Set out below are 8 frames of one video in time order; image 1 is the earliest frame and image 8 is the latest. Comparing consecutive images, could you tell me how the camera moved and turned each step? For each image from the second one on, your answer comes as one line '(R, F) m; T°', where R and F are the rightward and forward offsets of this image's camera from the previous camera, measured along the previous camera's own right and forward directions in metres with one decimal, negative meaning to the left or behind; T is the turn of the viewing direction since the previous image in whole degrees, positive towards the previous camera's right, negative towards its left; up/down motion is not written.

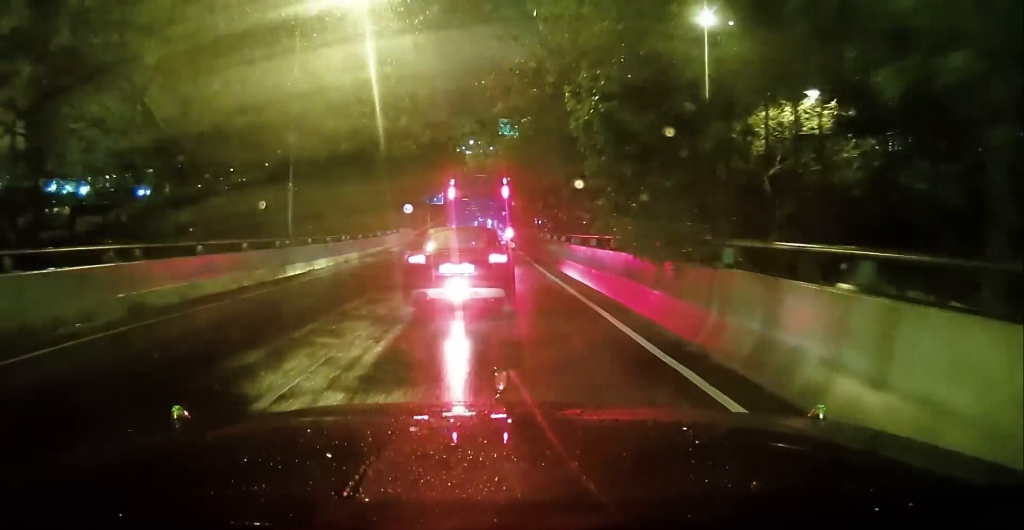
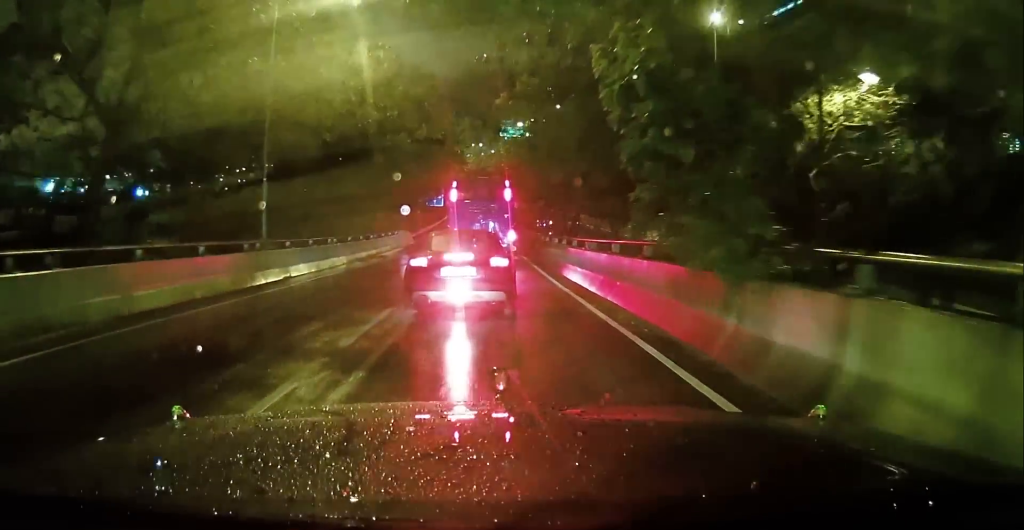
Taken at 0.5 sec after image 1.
(-0.3, +3.1) m; -2°
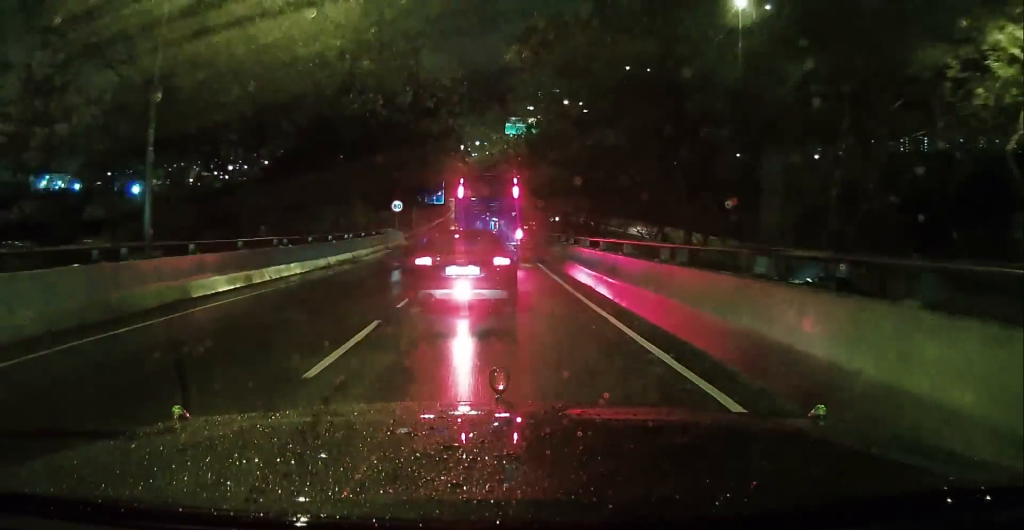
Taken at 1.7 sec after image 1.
(0.0, +8.1) m; +1°
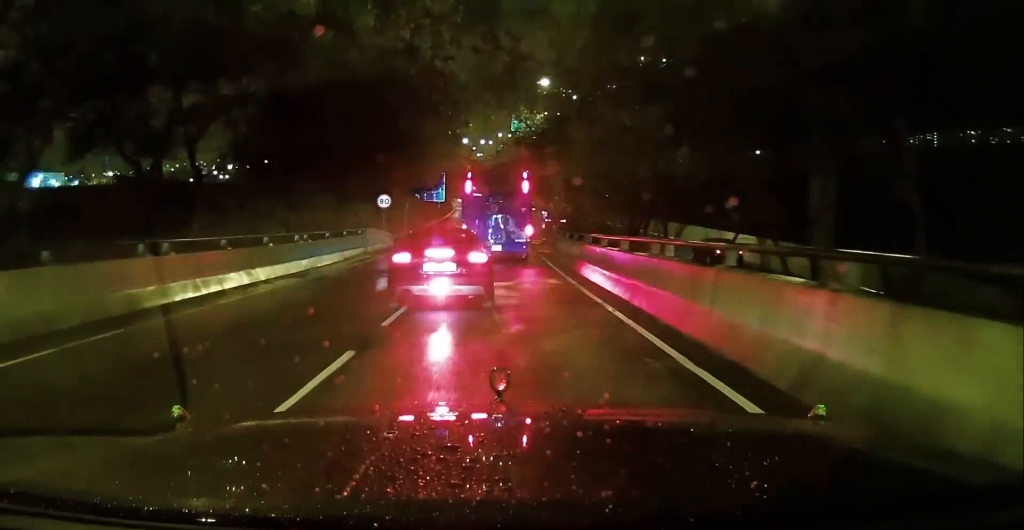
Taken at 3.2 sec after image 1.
(+0.6, +8.8) m; +6°
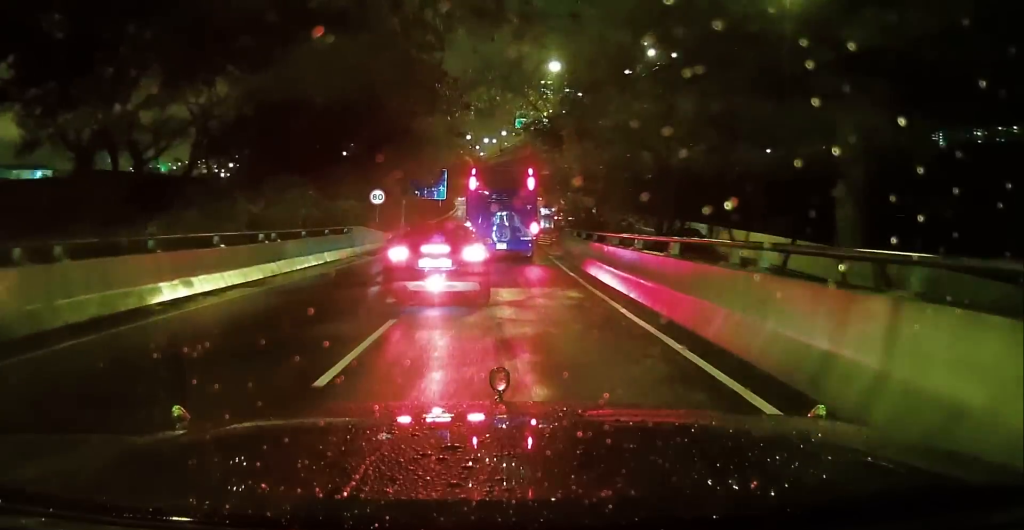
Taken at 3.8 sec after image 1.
(+0.5, +3.9) m; -2°
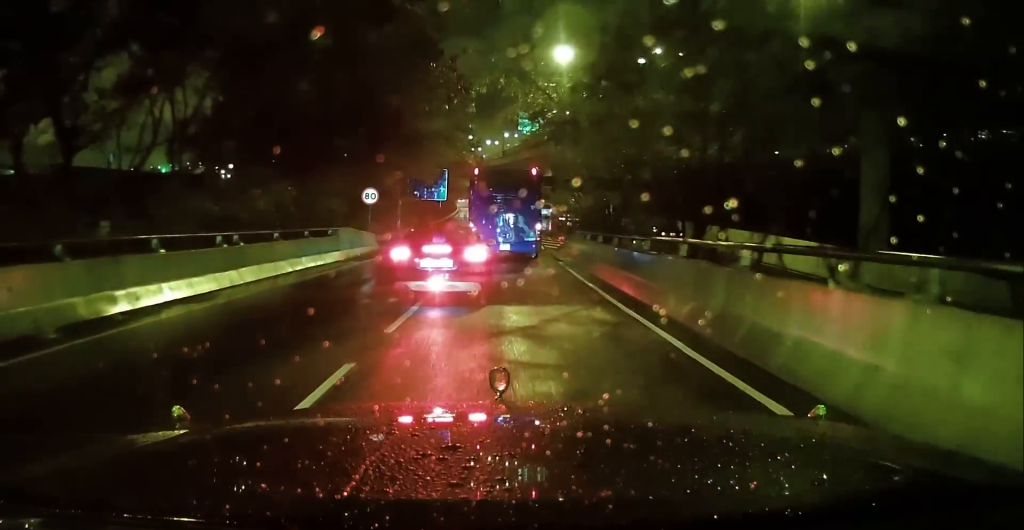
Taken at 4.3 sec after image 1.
(-0.5, +3.2) m; -5°
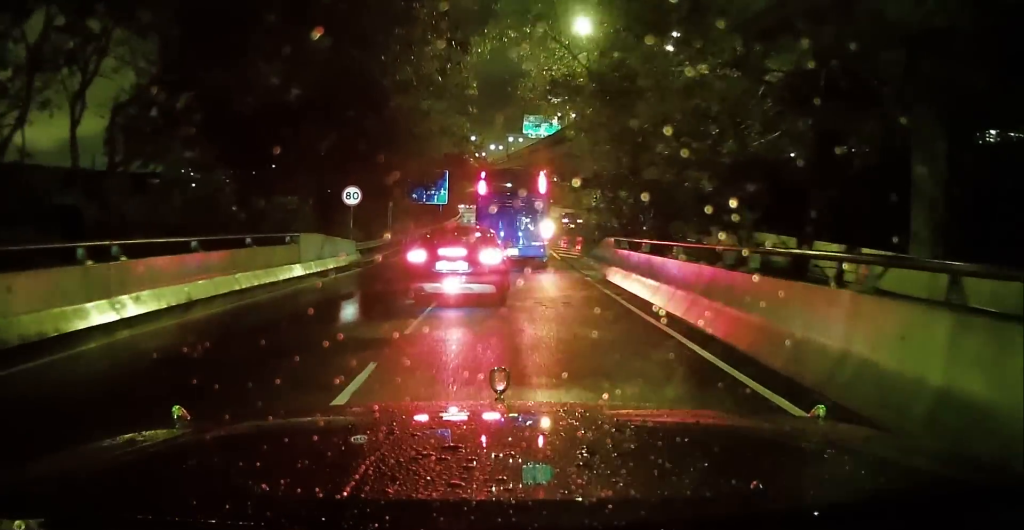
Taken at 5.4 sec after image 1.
(-0.4, +6.1) m; -1°
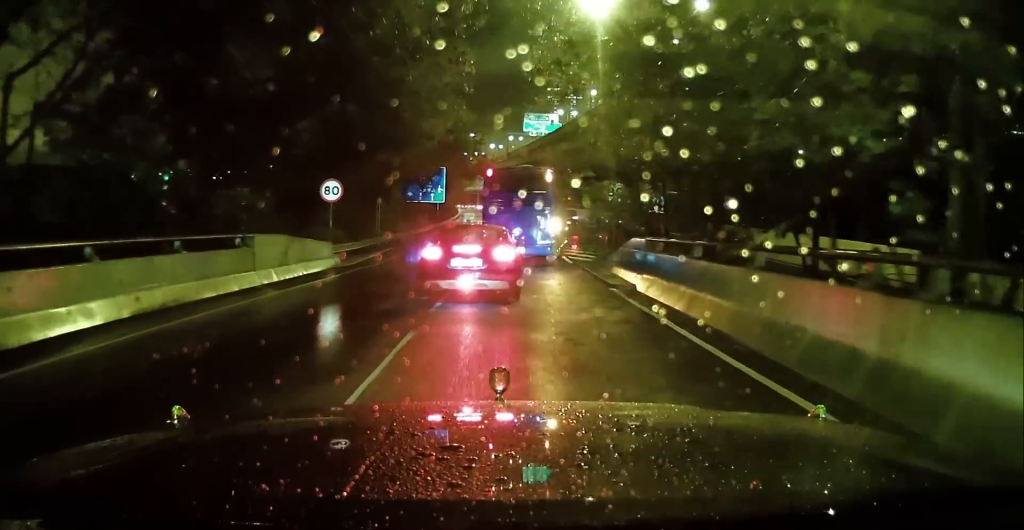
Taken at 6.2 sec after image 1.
(+0.1, +4.0) m; +2°
